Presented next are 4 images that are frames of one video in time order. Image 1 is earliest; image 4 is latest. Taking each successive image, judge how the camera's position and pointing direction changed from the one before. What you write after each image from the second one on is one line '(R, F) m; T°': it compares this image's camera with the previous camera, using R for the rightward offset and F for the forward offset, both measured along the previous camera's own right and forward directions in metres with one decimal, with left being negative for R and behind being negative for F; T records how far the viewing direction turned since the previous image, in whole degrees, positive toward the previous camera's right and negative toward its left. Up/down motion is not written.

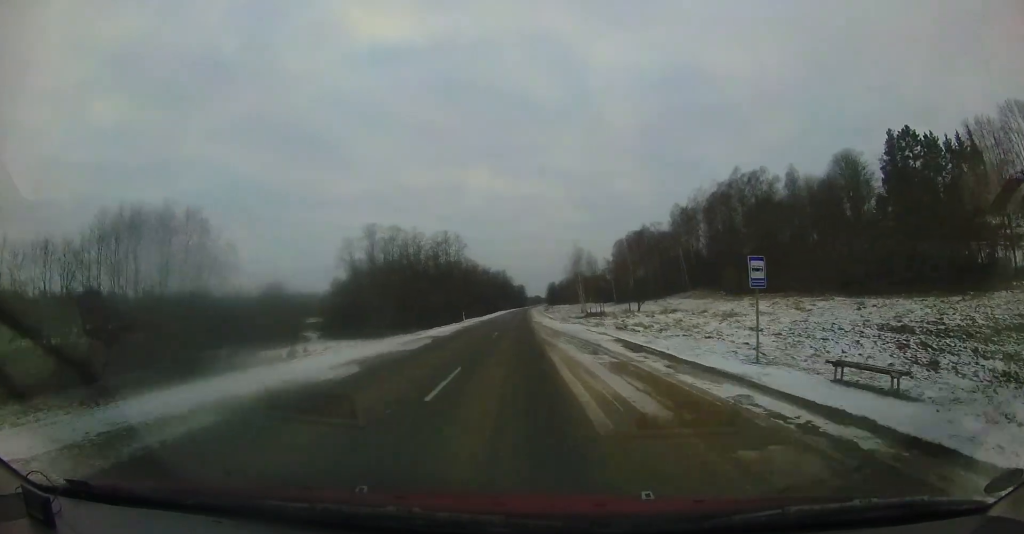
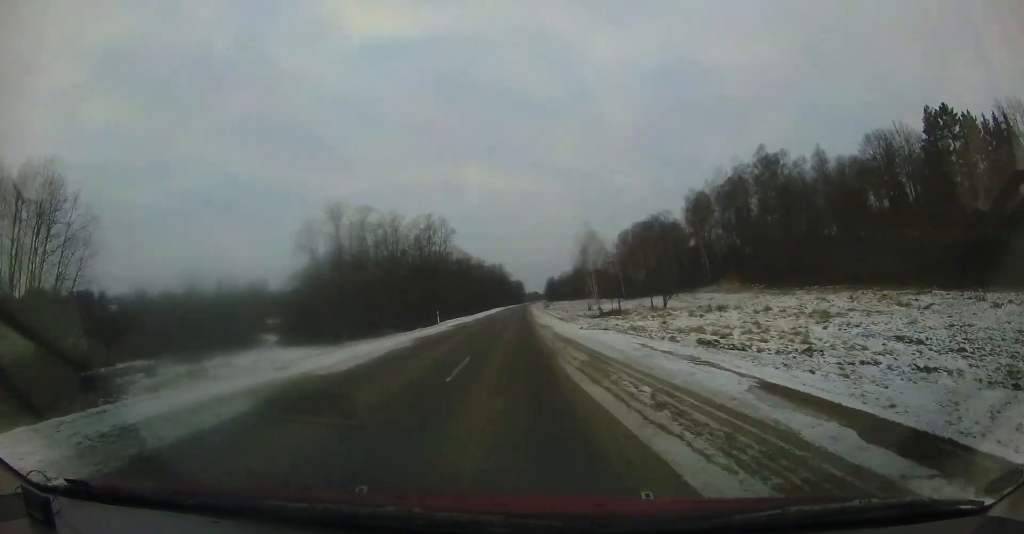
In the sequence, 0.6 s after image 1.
(-0.3, +10.7) m; 0°
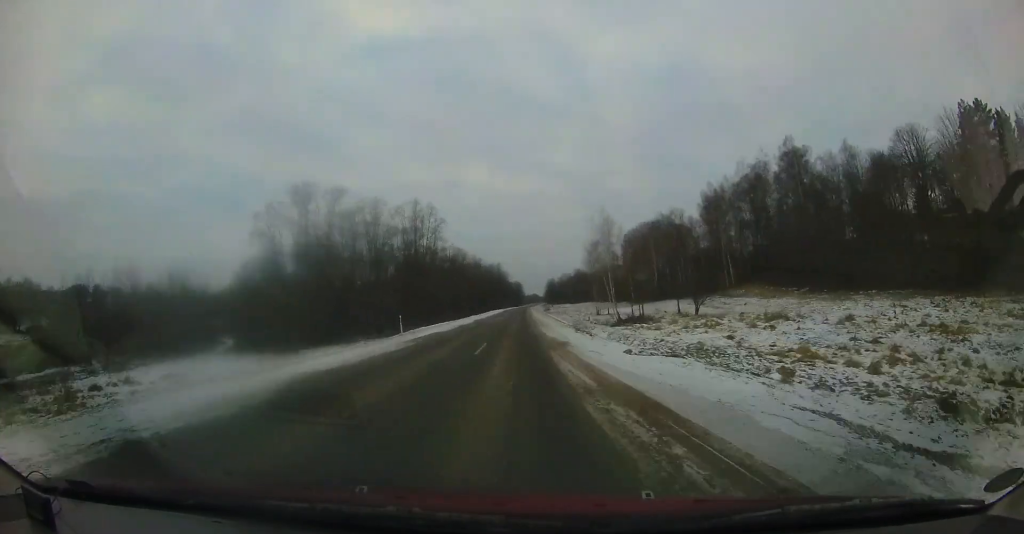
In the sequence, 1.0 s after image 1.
(0.0, +8.2) m; 0°
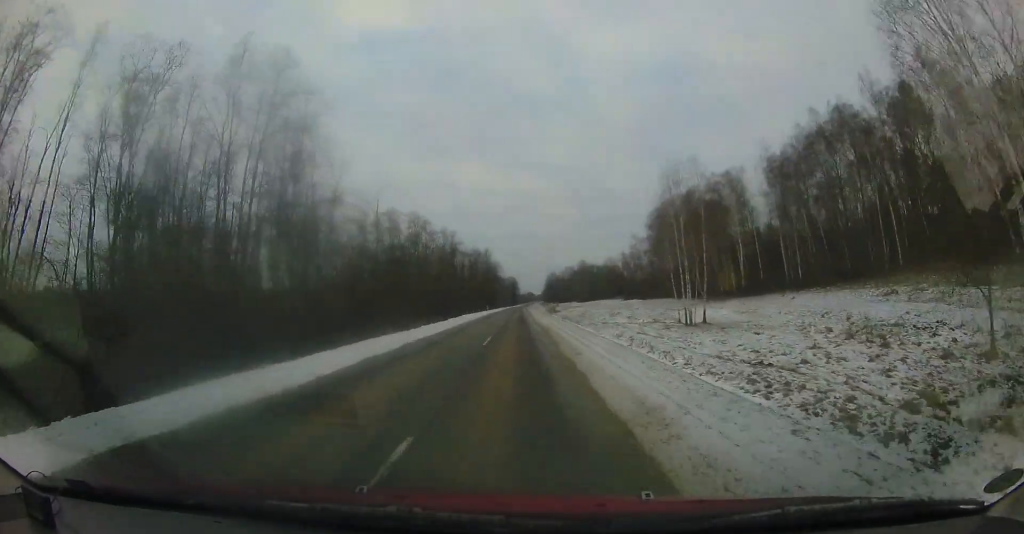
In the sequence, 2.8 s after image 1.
(+0.9, +33.7) m; +1°
